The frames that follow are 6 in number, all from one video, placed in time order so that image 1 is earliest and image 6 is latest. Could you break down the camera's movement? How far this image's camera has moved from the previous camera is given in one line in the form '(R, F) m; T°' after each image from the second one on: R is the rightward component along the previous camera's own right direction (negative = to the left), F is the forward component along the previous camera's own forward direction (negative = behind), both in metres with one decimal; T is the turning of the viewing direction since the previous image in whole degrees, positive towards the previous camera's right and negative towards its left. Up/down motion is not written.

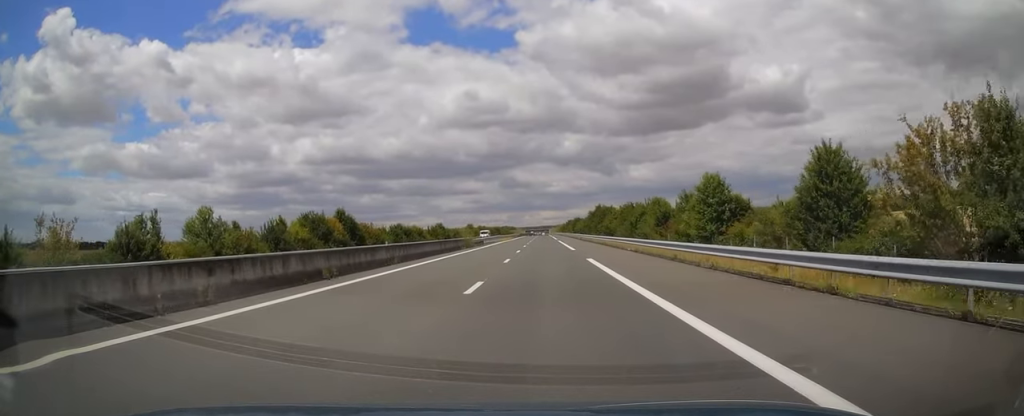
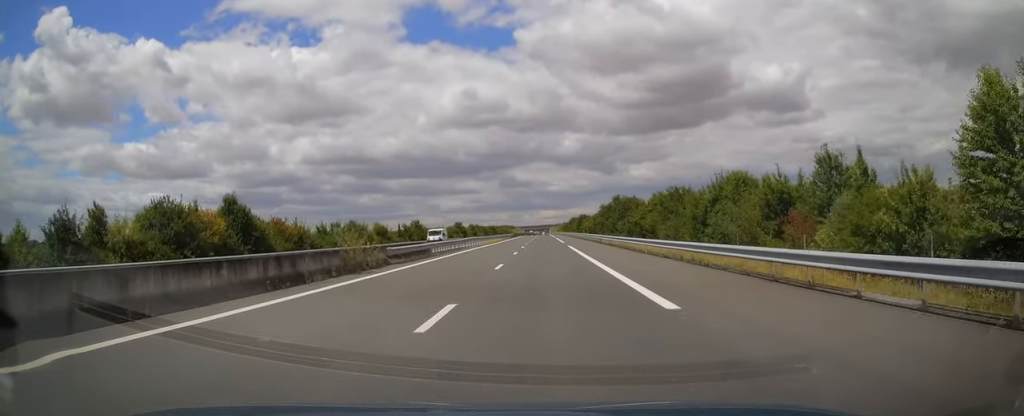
(-0.3, +30.7) m; 0°
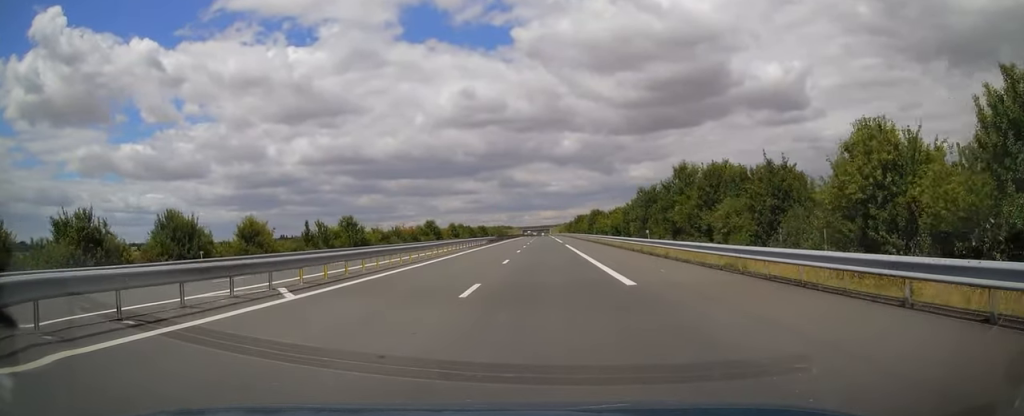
(+0.6, +47.3) m; +1°
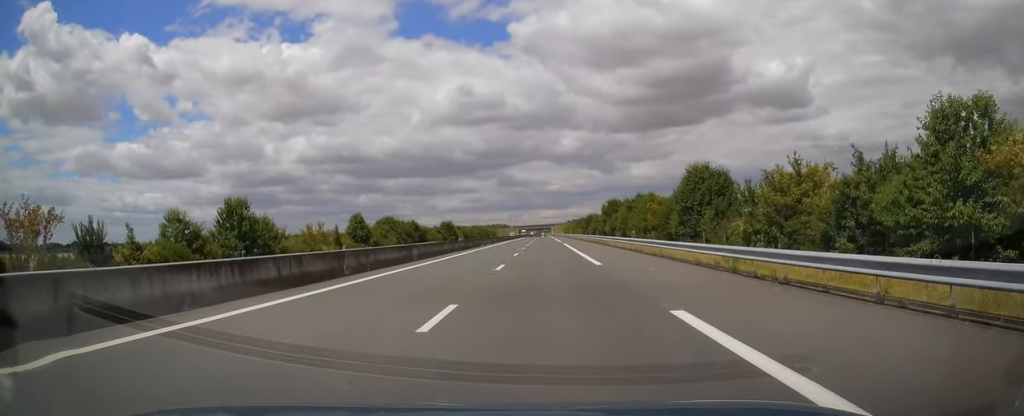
(-0.1, +94.7) m; 0°
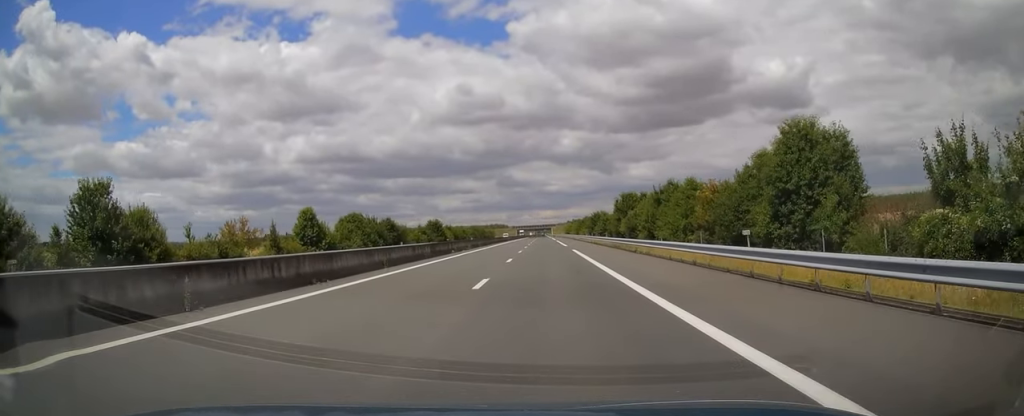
(0.0, +19.5) m; 0°
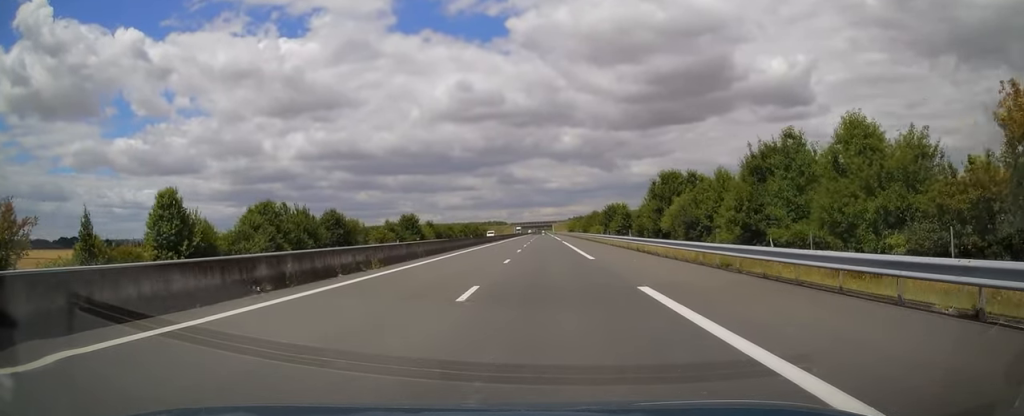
(0.0, +28.8) m; 0°
